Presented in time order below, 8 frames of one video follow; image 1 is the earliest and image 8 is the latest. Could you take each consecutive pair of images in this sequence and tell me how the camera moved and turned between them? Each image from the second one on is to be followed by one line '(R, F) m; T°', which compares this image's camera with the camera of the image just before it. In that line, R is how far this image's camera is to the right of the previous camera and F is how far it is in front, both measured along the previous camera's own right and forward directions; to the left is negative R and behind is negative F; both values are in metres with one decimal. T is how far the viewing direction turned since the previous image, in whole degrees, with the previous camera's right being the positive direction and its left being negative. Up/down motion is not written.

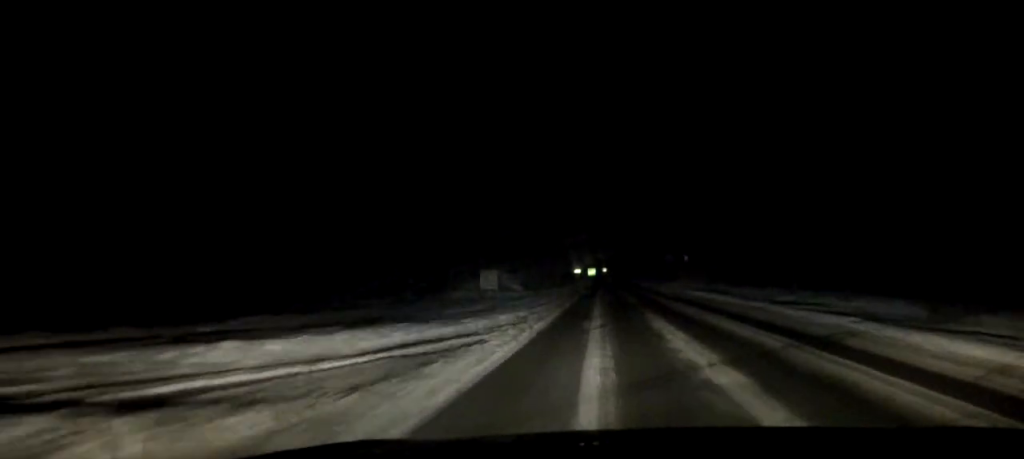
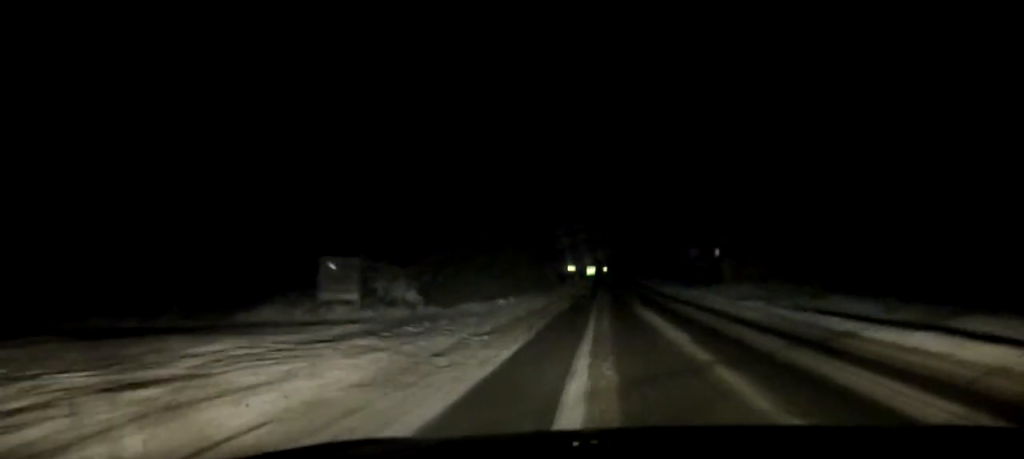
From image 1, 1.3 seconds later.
(0.0, +29.5) m; 0°
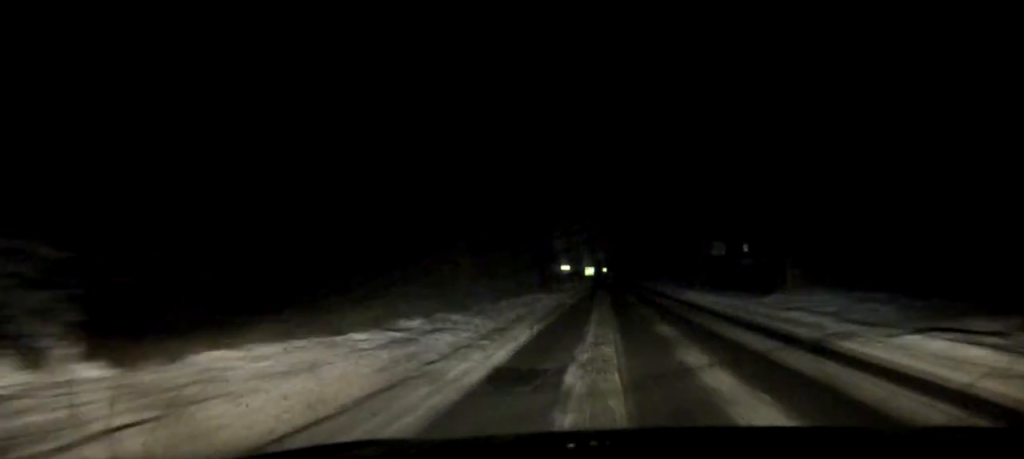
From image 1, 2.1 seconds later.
(+0.1, +16.5) m; 0°
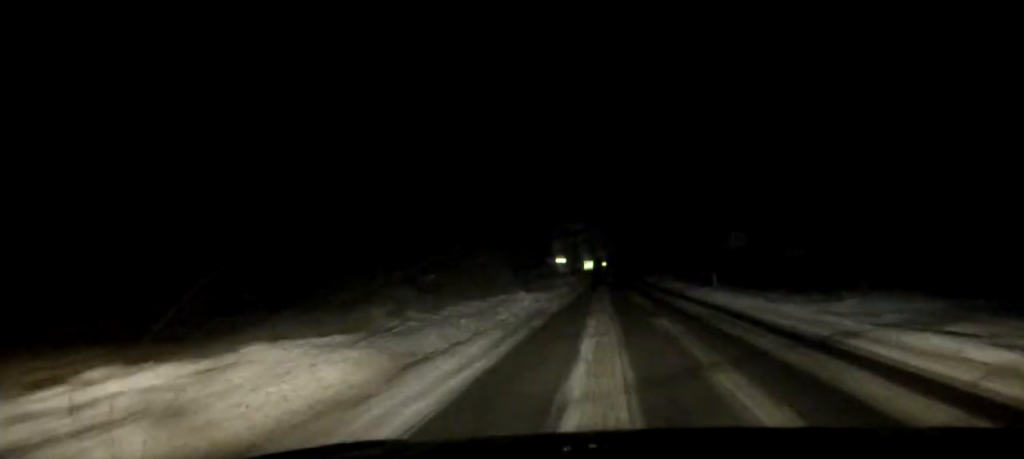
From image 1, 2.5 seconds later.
(0.0, +9.8) m; 0°
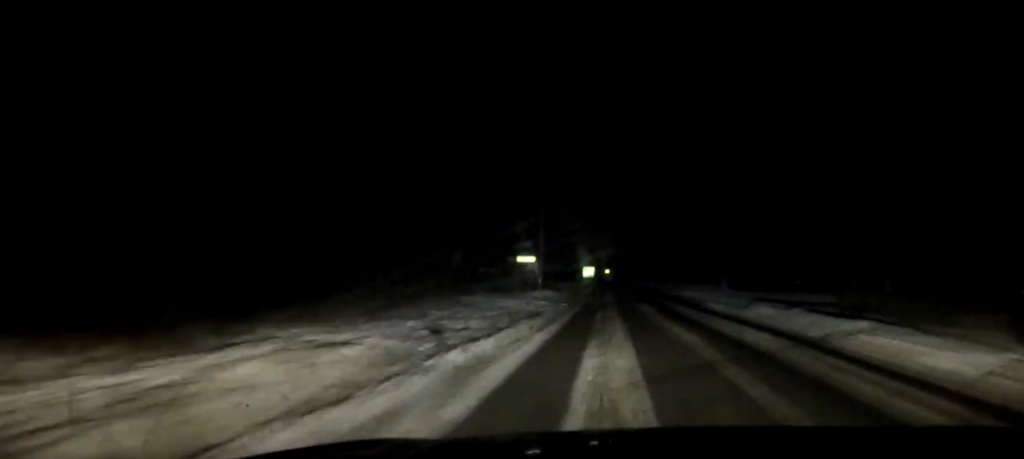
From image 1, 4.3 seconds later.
(-0.1, +41.1) m; 0°
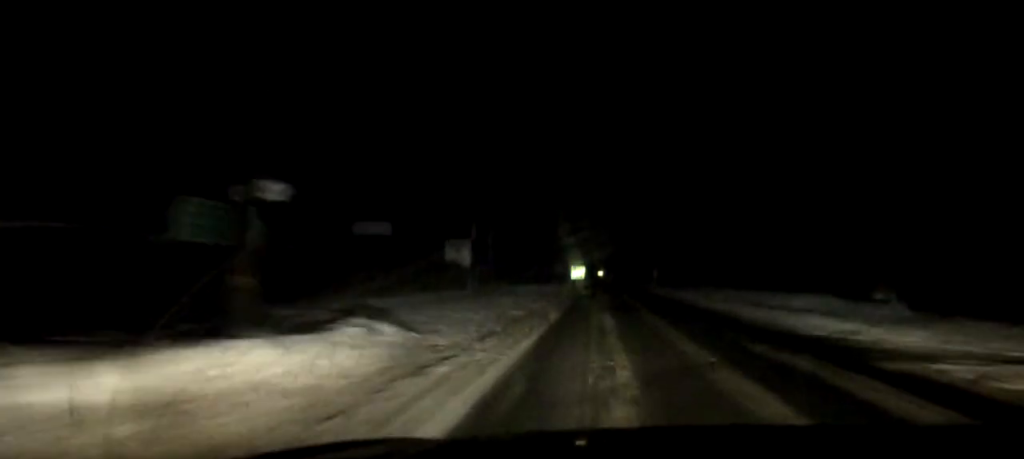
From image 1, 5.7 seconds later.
(0.0, +34.5) m; 0°
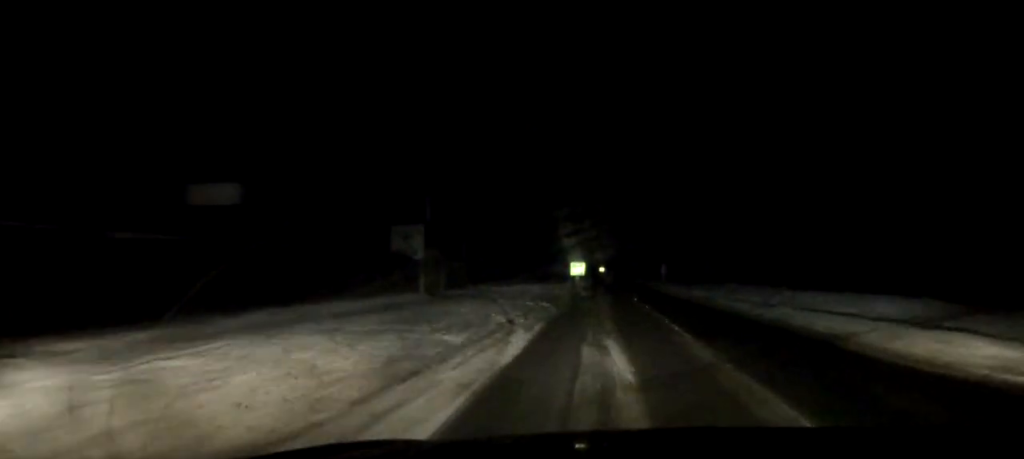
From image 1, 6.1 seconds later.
(0.0, +9.9) m; 0°
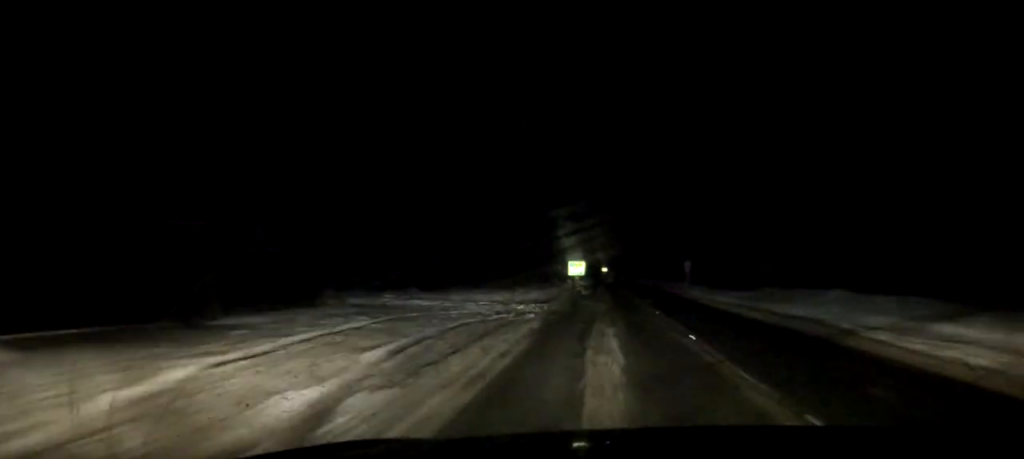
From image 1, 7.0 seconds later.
(0.0, +21.4) m; 0°
